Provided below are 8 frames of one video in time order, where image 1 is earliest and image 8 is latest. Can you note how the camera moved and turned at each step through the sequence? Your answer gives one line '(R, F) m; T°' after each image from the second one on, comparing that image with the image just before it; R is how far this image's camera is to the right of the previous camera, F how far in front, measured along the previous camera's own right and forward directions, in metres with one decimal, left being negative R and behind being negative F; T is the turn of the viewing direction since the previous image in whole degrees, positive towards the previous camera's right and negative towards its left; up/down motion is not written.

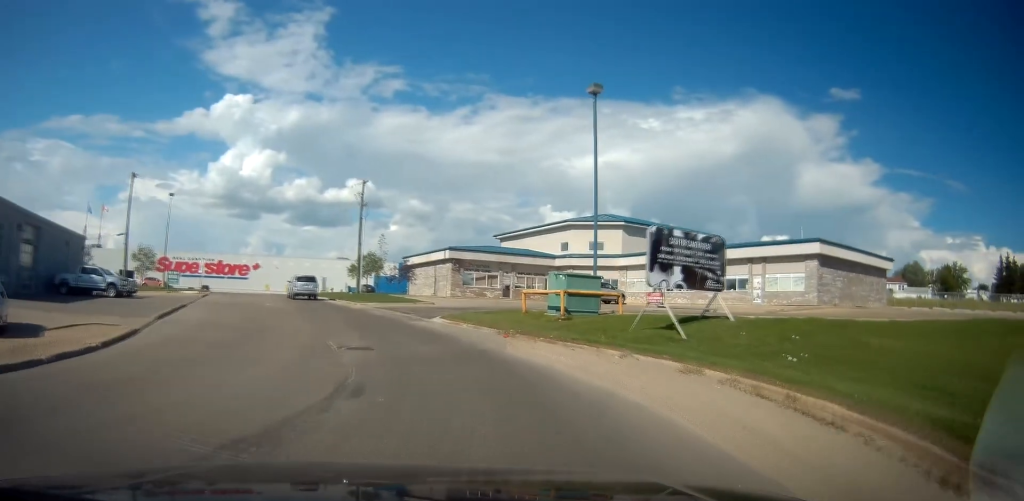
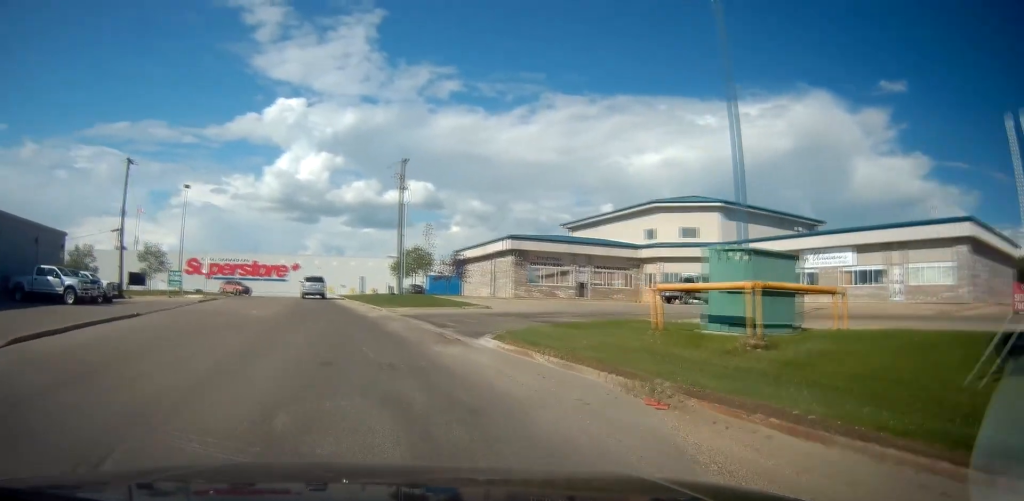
(-0.6, +10.7) m; -9°
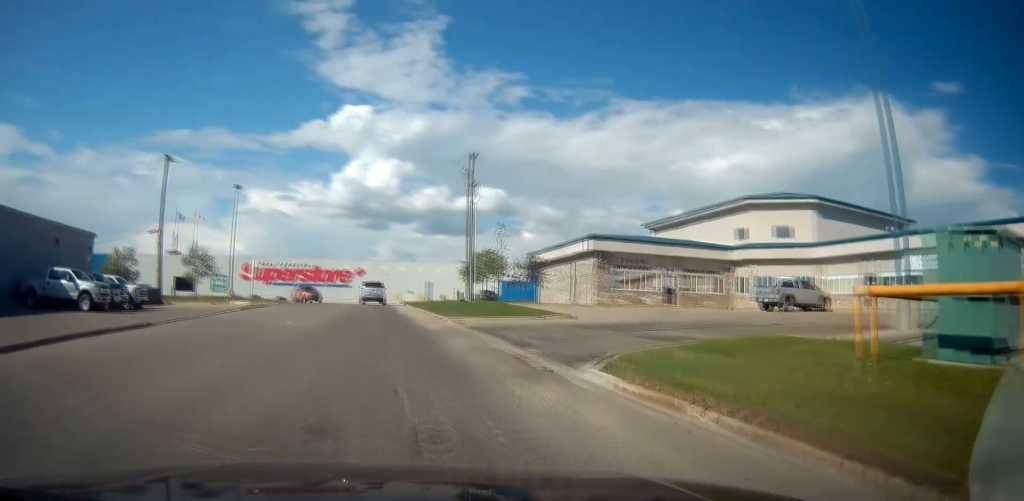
(-0.3, +4.5) m; -3°
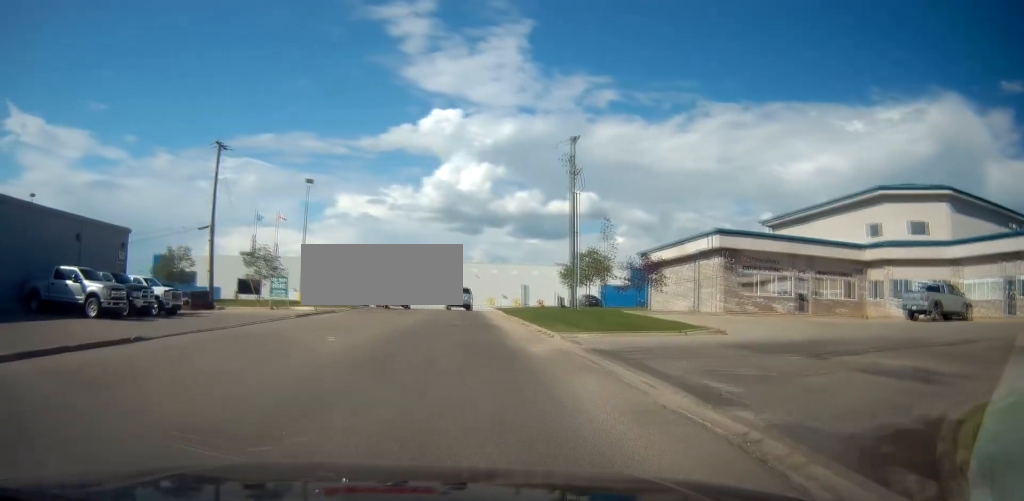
(-0.1, +6.3) m; -6°
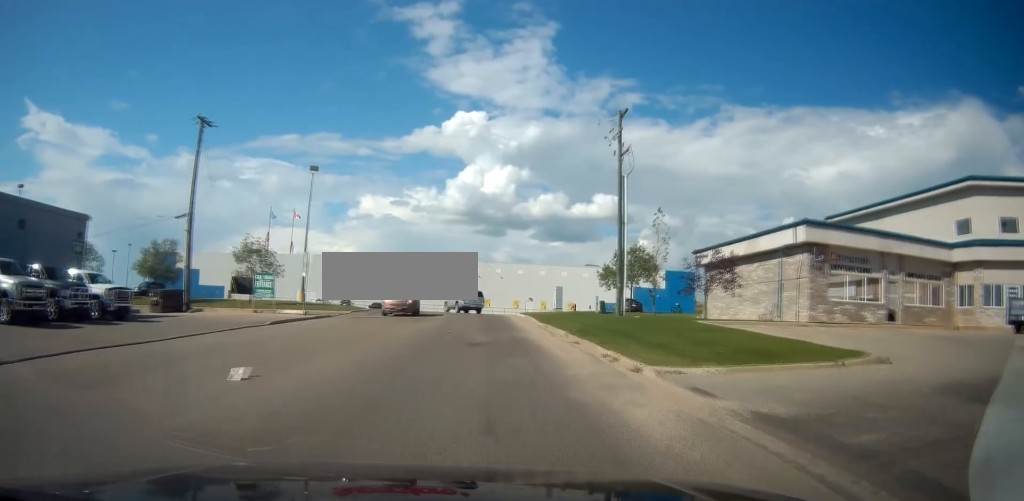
(-0.5, +7.0) m; -5°
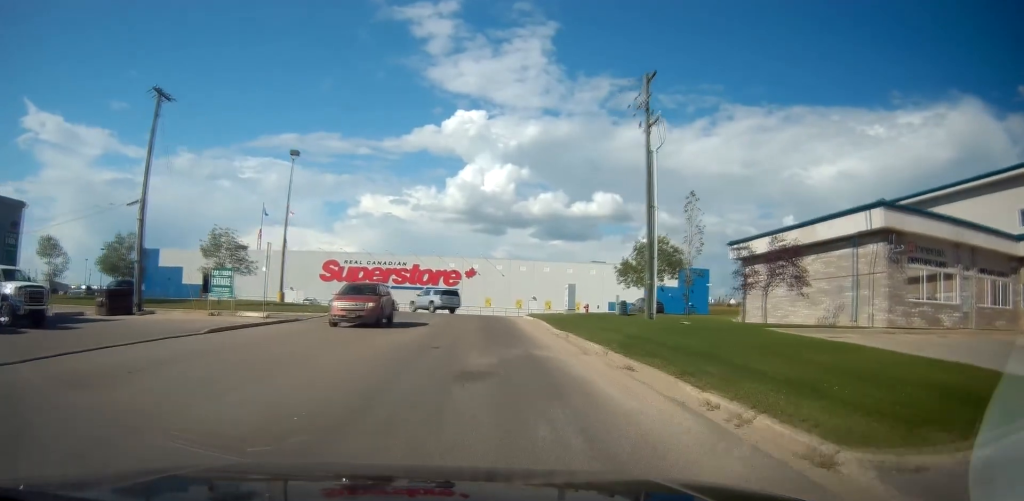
(-0.3, +5.8) m; -1°
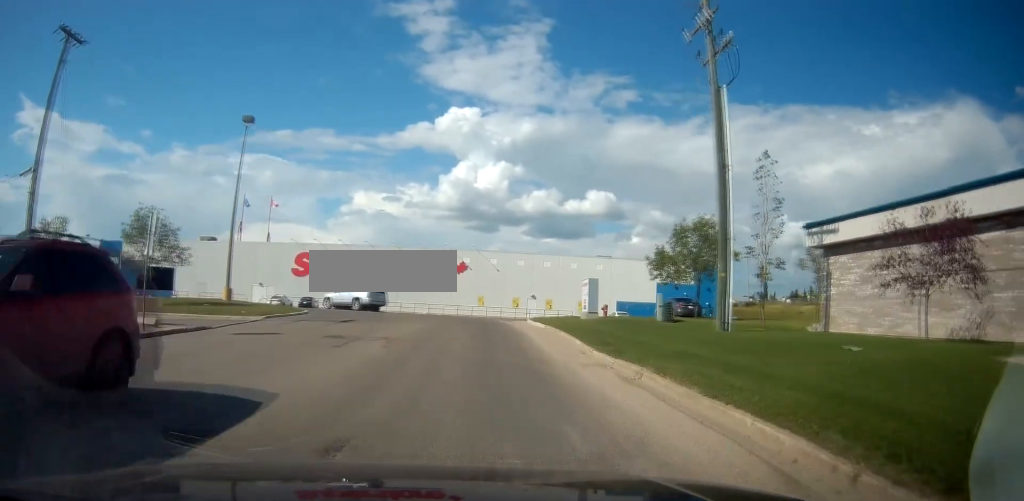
(+0.4, +9.2) m; +3°
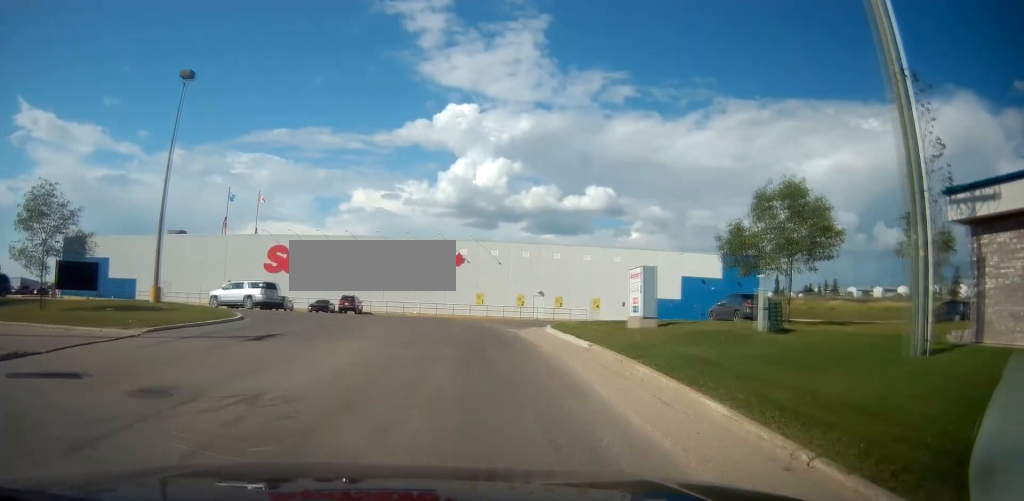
(0.0, +9.3) m; 0°
